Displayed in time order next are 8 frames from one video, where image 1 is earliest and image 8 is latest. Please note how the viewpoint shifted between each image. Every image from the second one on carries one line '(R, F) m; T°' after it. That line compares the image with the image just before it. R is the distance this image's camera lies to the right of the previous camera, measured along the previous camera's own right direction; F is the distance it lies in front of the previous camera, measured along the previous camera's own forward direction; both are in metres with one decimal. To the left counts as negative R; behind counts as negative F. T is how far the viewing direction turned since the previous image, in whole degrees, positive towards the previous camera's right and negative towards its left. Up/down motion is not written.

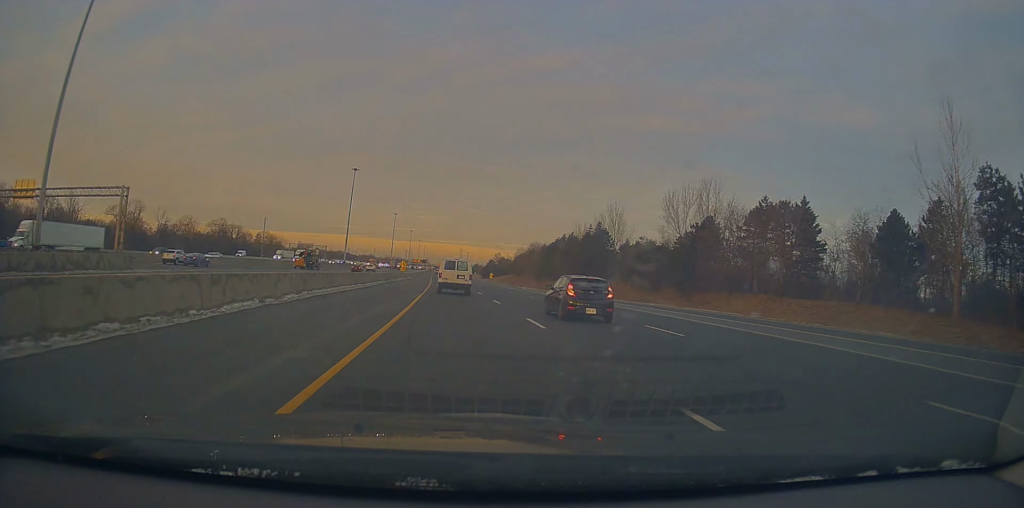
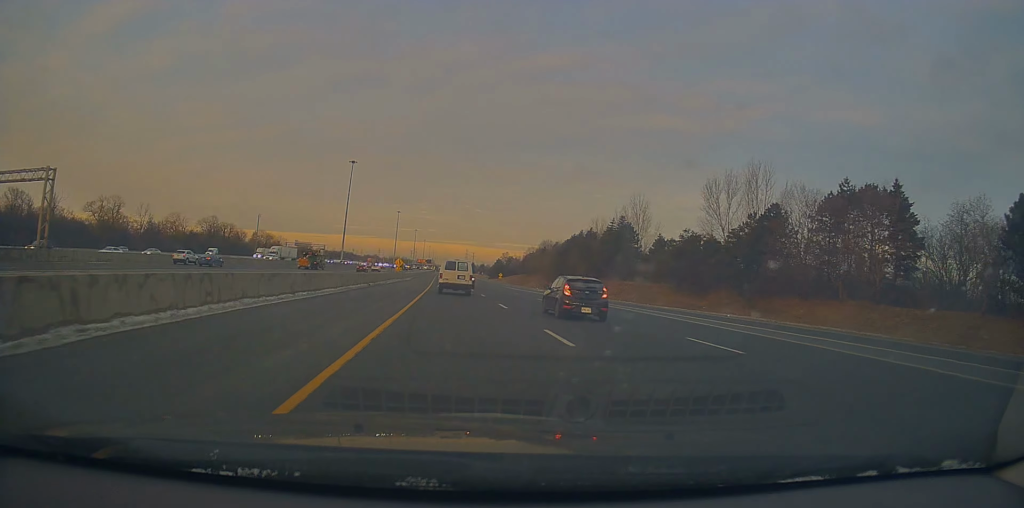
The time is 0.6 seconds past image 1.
(0.0, +15.3) m; -1°
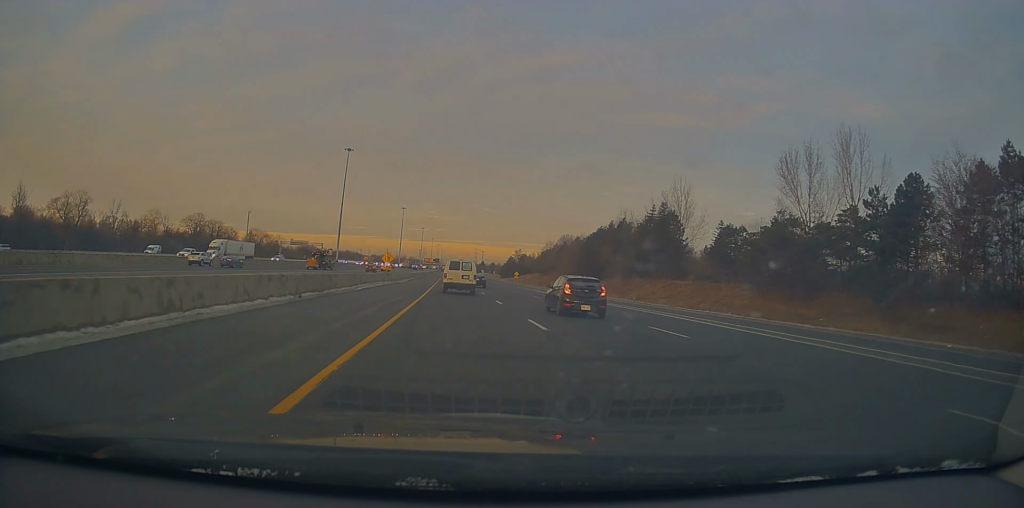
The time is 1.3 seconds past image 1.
(0.0, +20.8) m; -1°
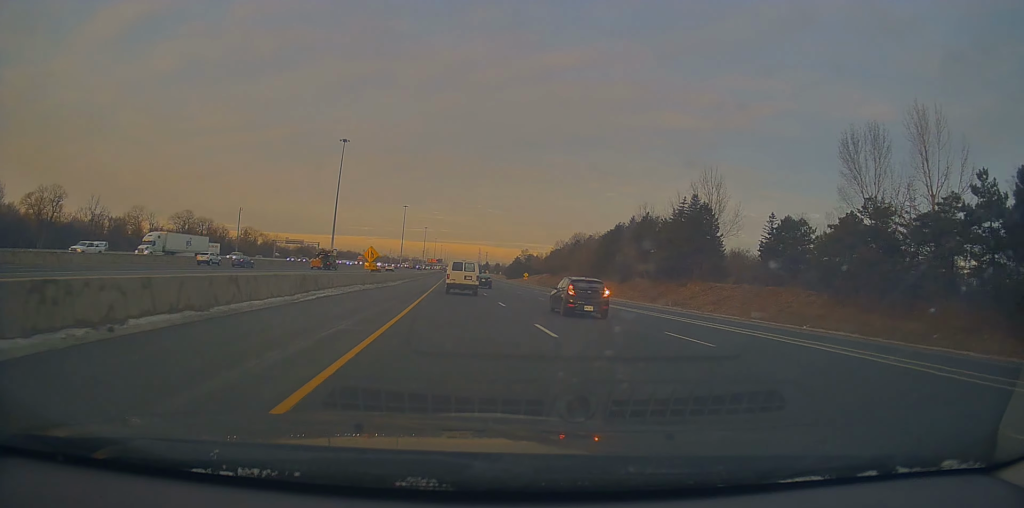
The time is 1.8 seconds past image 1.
(-0.1, +12.8) m; -1°
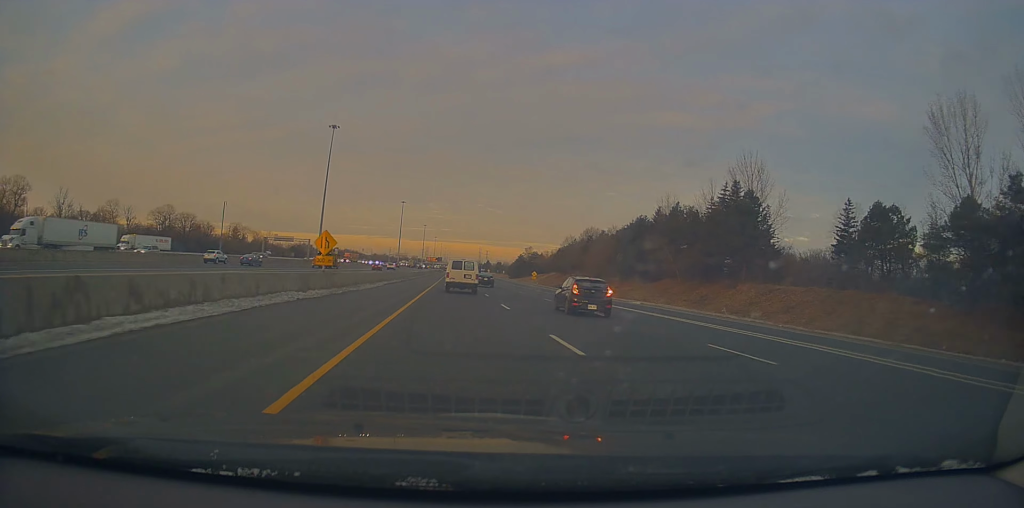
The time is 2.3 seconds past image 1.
(-0.1, +14.8) m; -1°
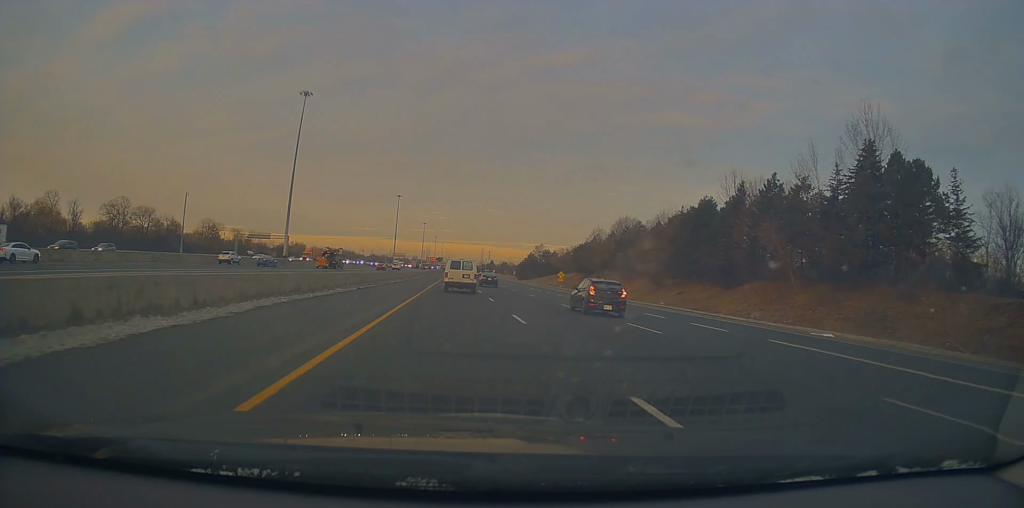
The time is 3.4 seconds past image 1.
(-0.4, +30.0) m; 0°
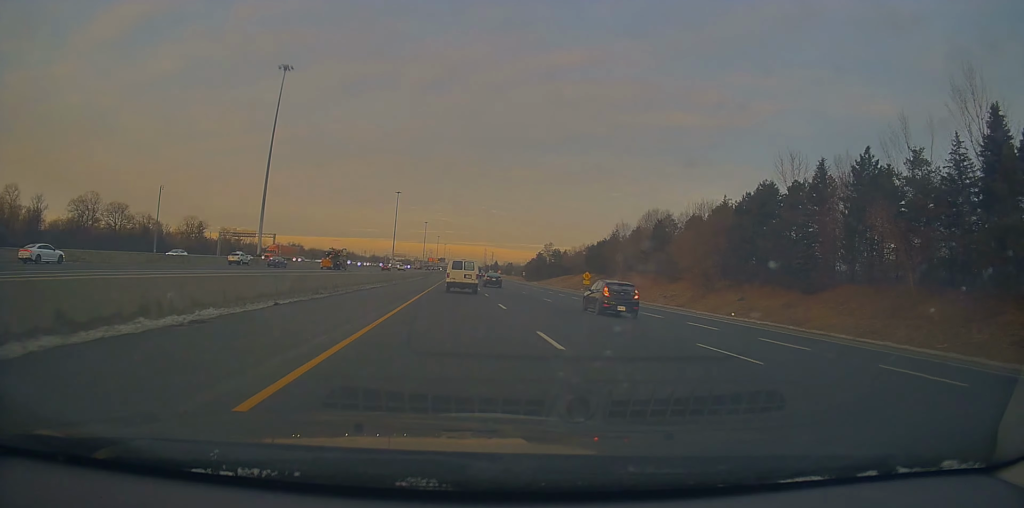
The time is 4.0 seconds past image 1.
(-0.1, +17.1) m; +1°
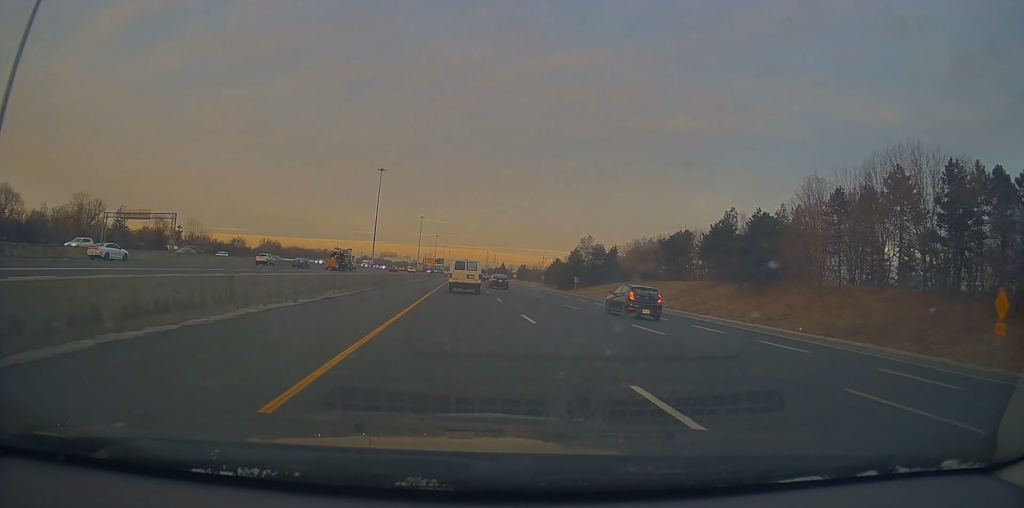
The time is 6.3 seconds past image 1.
(+0.2, +65.6) m; -1°
